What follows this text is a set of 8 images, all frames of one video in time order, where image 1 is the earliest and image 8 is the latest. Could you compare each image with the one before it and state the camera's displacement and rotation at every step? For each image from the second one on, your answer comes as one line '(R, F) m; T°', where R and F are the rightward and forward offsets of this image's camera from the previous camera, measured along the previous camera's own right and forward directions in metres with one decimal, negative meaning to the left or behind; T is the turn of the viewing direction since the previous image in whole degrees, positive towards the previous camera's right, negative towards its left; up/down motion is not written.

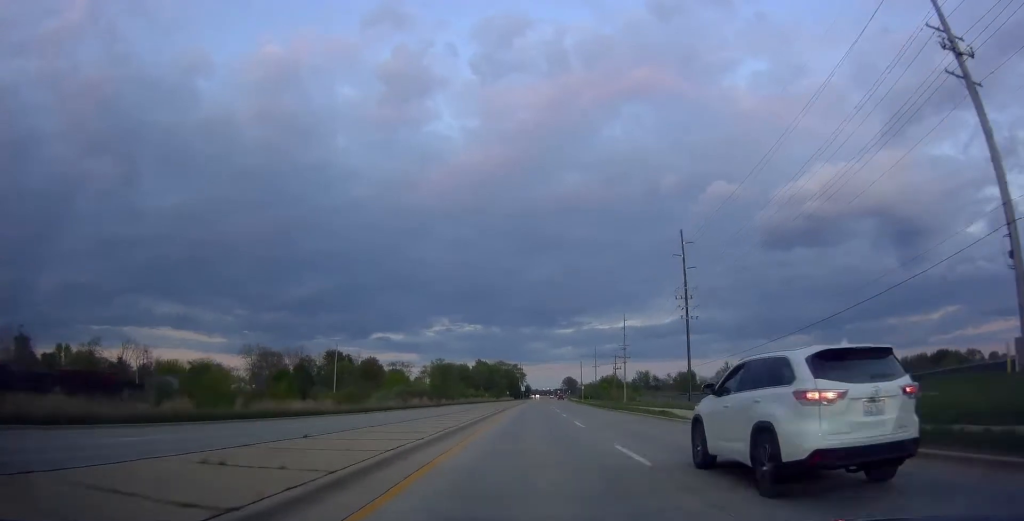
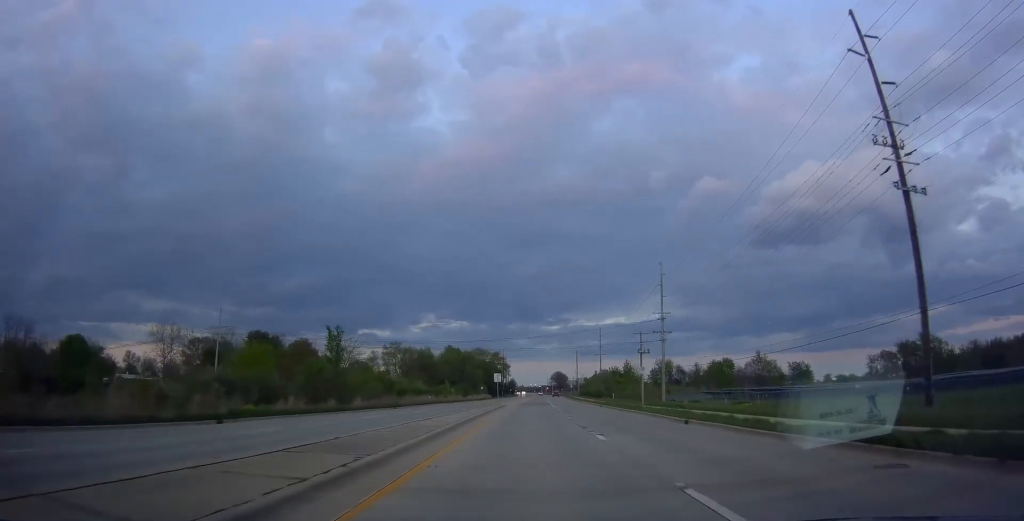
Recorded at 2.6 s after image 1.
(+1.0, +57.5) m; +1°
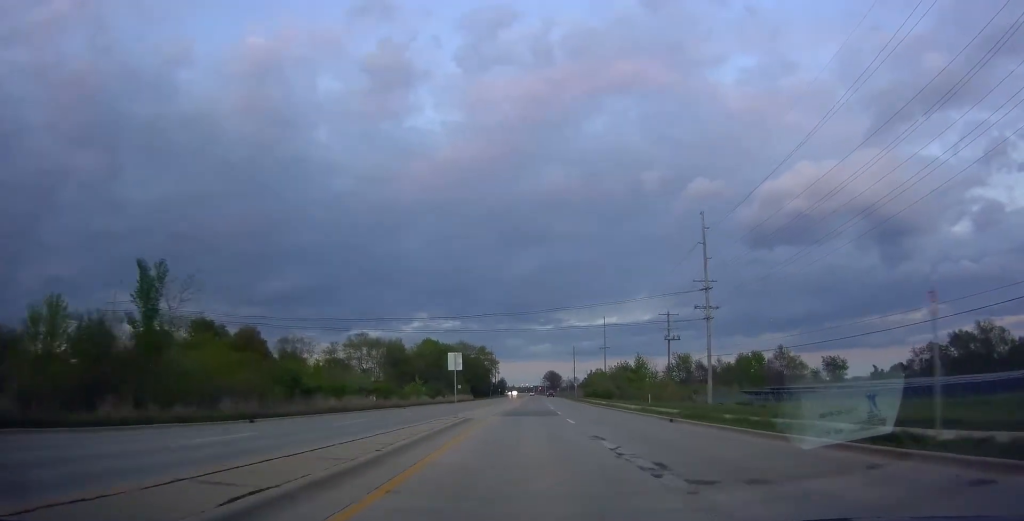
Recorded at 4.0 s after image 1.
(-0.6, +28.7) m; -1°
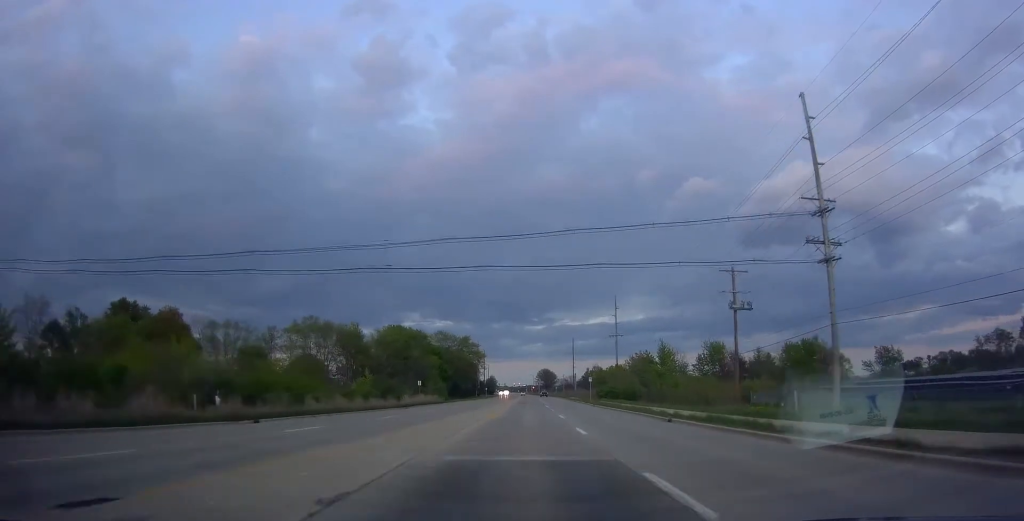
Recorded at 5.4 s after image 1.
(+0.6, +30.9) m; +3°
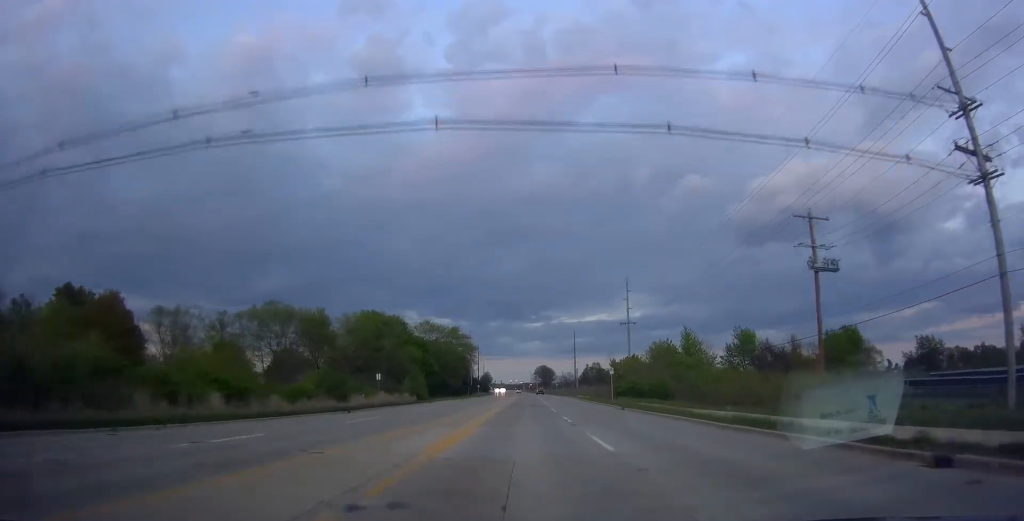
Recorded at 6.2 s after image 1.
(+0.4, +18.0) m; +1°
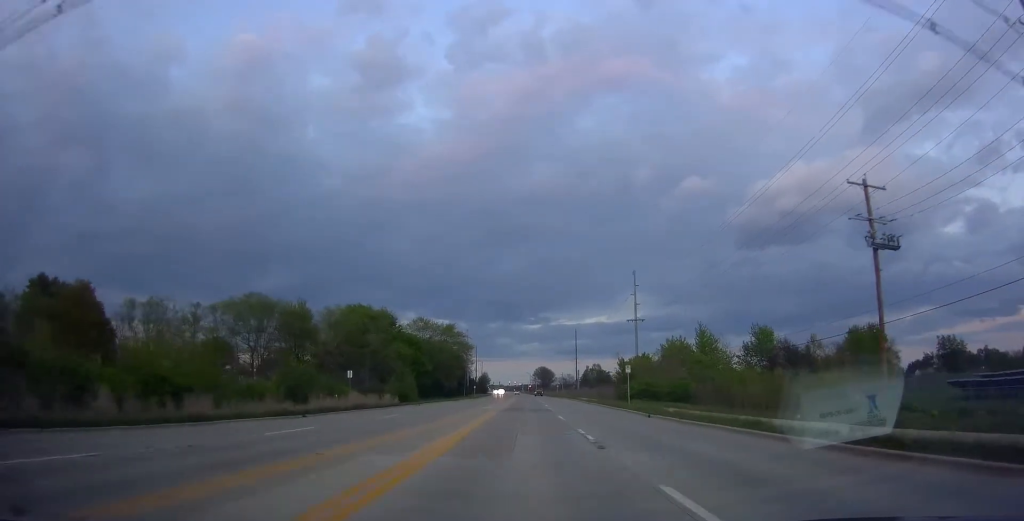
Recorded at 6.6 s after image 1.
(+0.2, +8.6) m; 0°
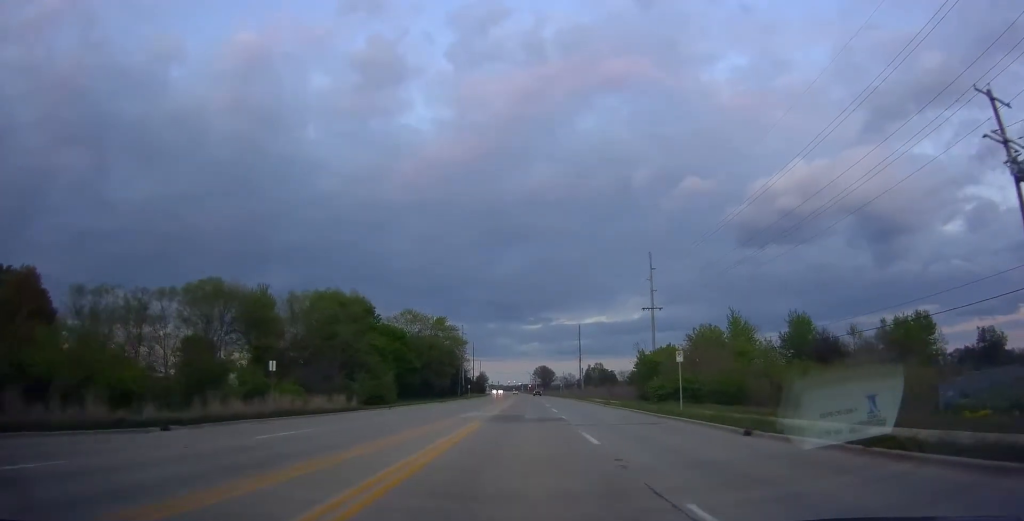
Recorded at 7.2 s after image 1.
(-0.2, +12.8) m; -1°
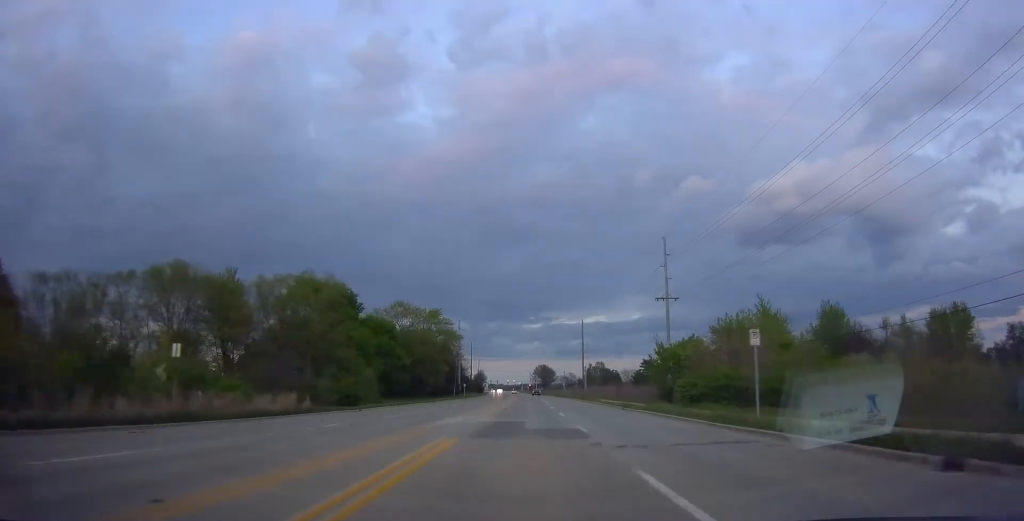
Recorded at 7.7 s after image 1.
(-0.1, +9.2) m; -1°
